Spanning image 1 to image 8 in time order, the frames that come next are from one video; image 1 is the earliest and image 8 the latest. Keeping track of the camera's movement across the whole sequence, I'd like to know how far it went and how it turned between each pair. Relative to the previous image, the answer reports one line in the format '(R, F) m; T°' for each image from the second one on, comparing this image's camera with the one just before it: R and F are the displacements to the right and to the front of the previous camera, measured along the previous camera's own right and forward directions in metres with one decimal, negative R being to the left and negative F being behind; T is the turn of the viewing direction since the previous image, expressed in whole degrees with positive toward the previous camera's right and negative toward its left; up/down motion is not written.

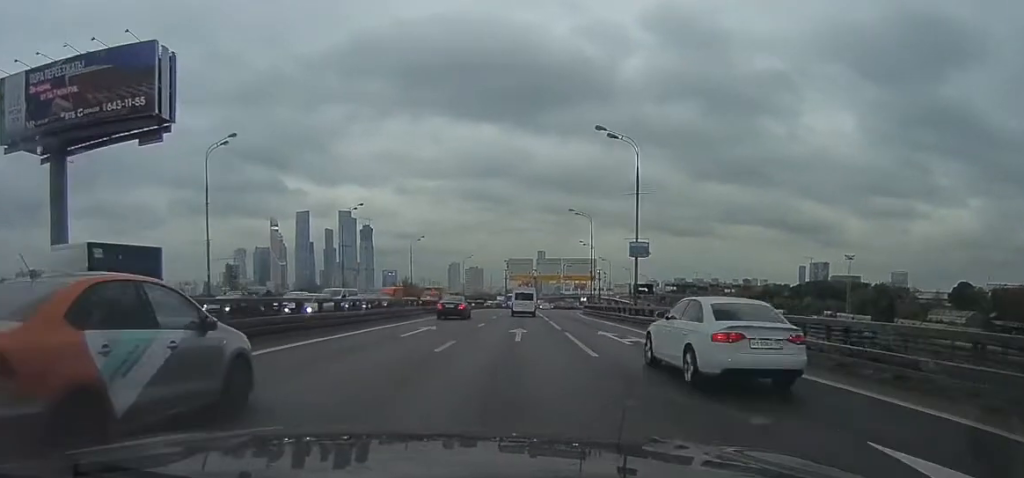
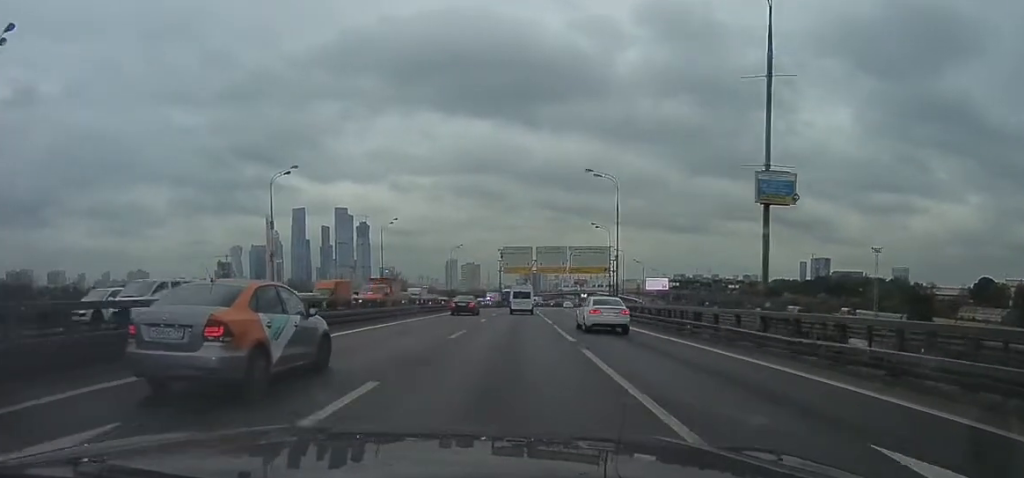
(0.0, +21.2) m; +2°
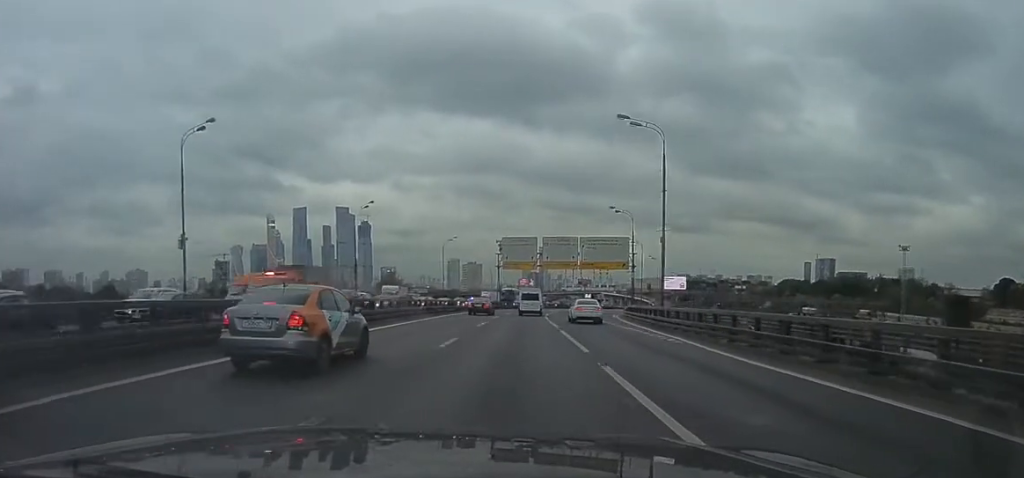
(+0.5, +14.0) m; +1°
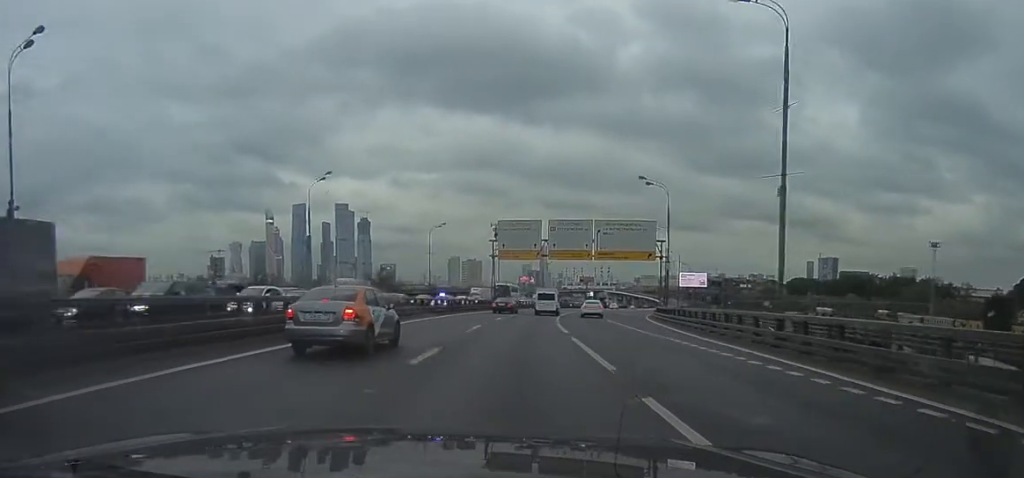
(-0.2, +13.5) m; -2°
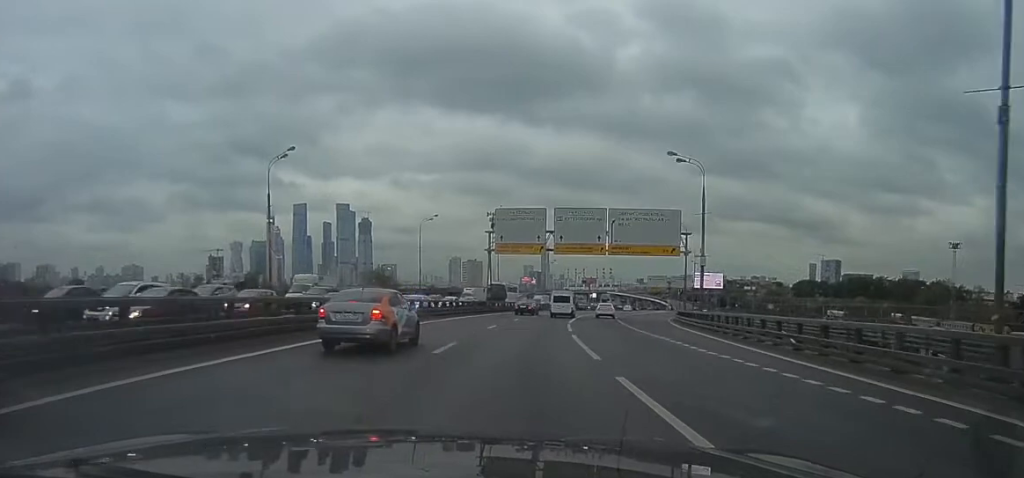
(-0.1, +8.6) m; 0°
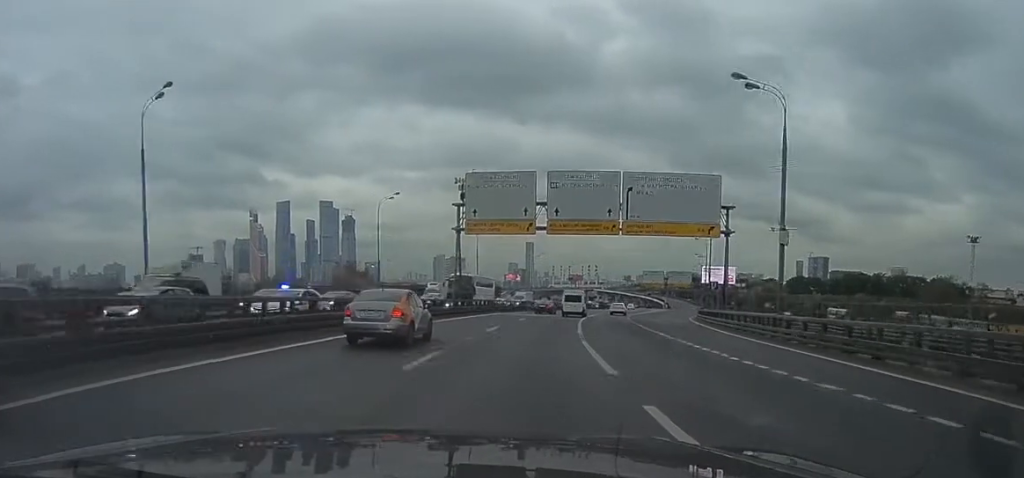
(-0.1, +13.7) m; +1°
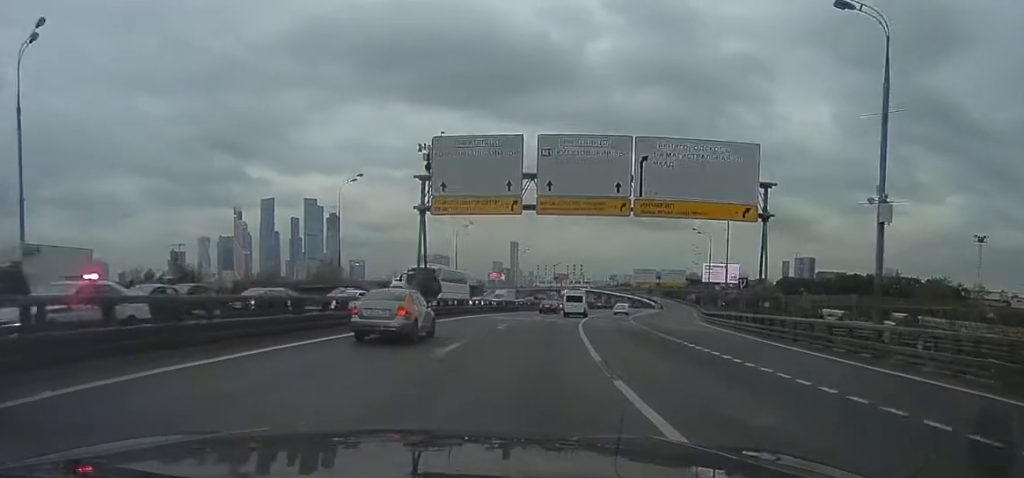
(0.0, +6.9) m; +1°
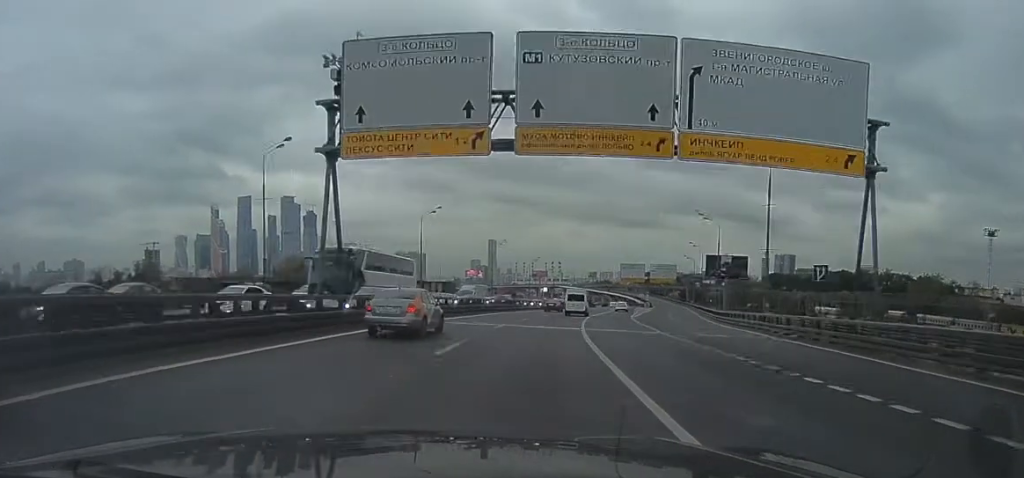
(+0.2, +8.9) m; +1°
